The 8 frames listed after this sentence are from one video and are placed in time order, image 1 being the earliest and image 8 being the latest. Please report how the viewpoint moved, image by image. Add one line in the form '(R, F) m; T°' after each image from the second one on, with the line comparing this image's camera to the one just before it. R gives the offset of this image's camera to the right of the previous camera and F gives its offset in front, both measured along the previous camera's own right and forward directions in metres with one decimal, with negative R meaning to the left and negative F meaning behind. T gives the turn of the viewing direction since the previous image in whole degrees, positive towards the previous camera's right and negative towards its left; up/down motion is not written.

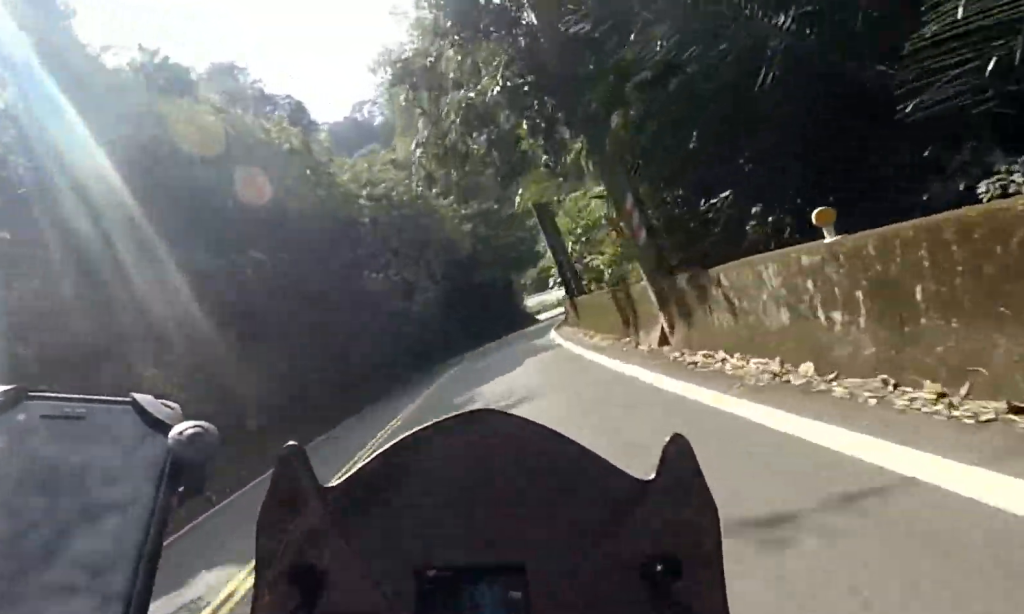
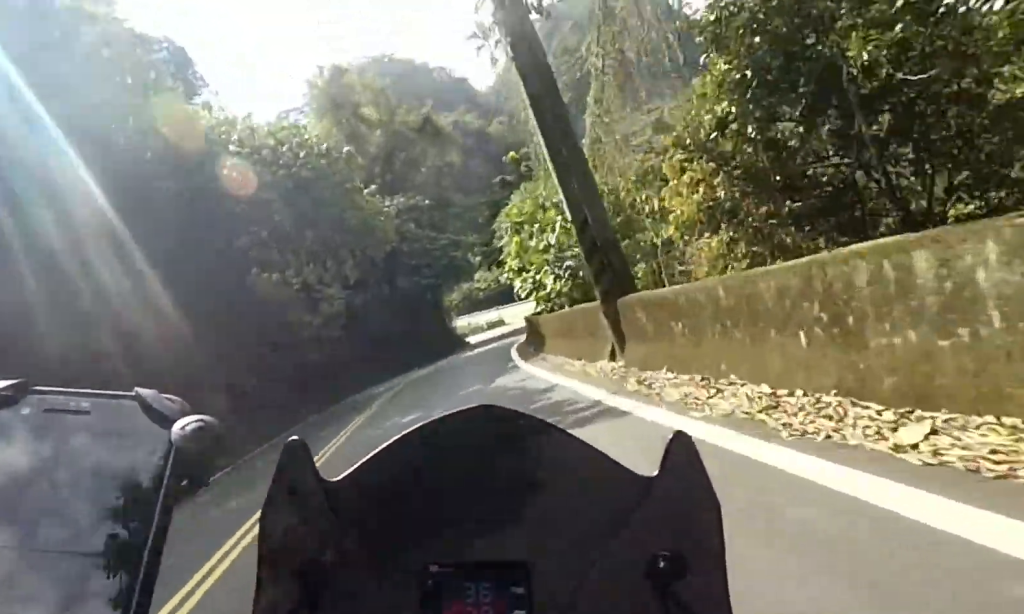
(+1.5, +9.1) m; +8°
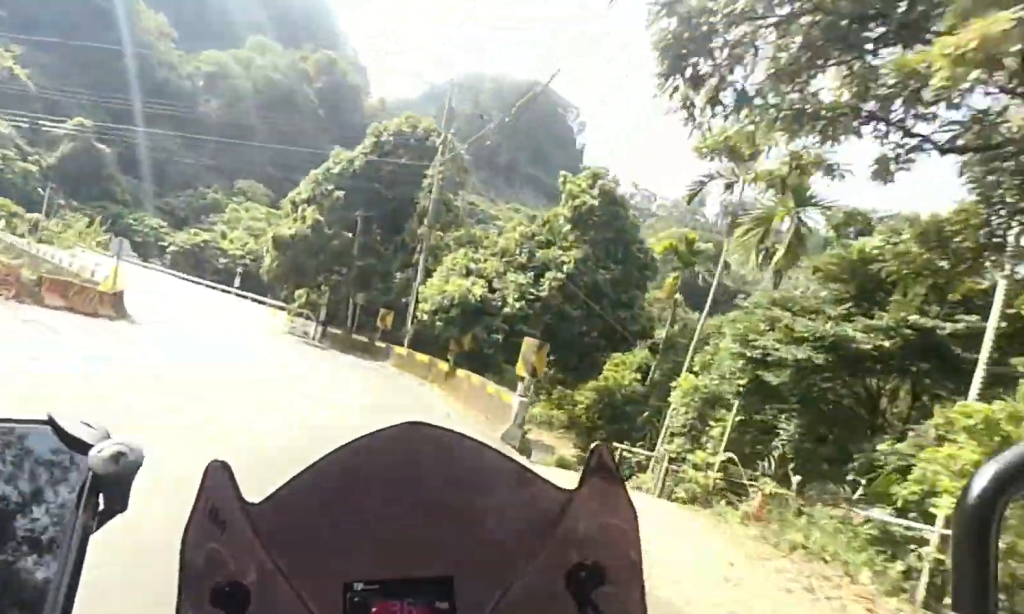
(+12.6, +53.2) m; +12°
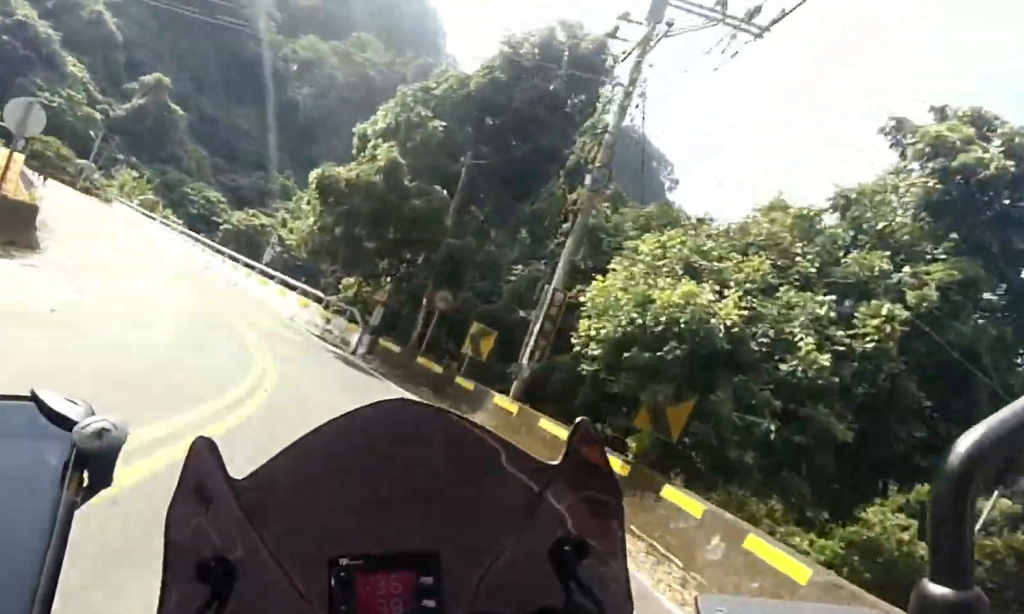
(-1.0, +9.3) m; -3°
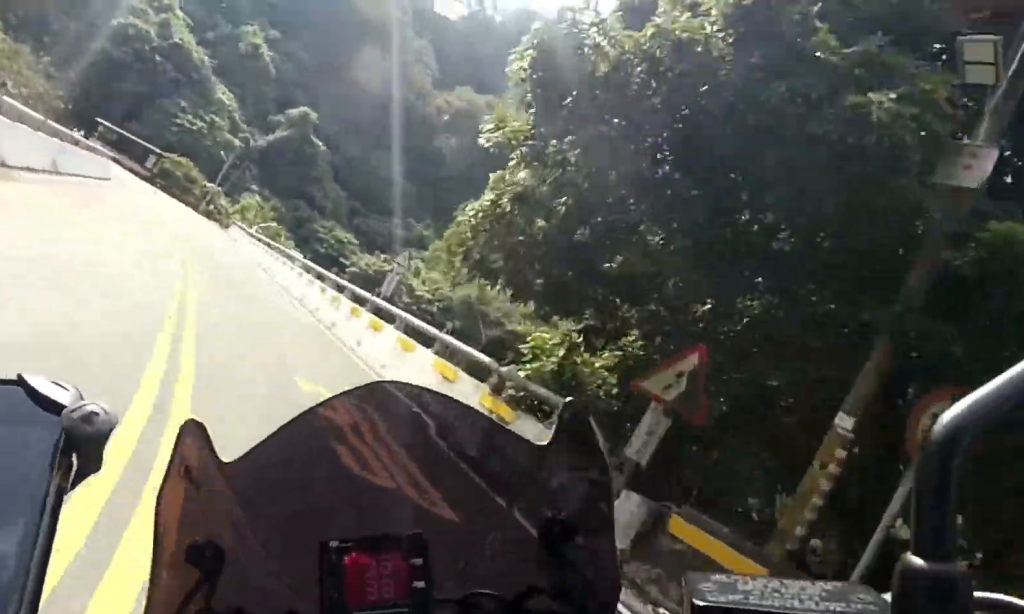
(-0.2, +9.7) m; -4°
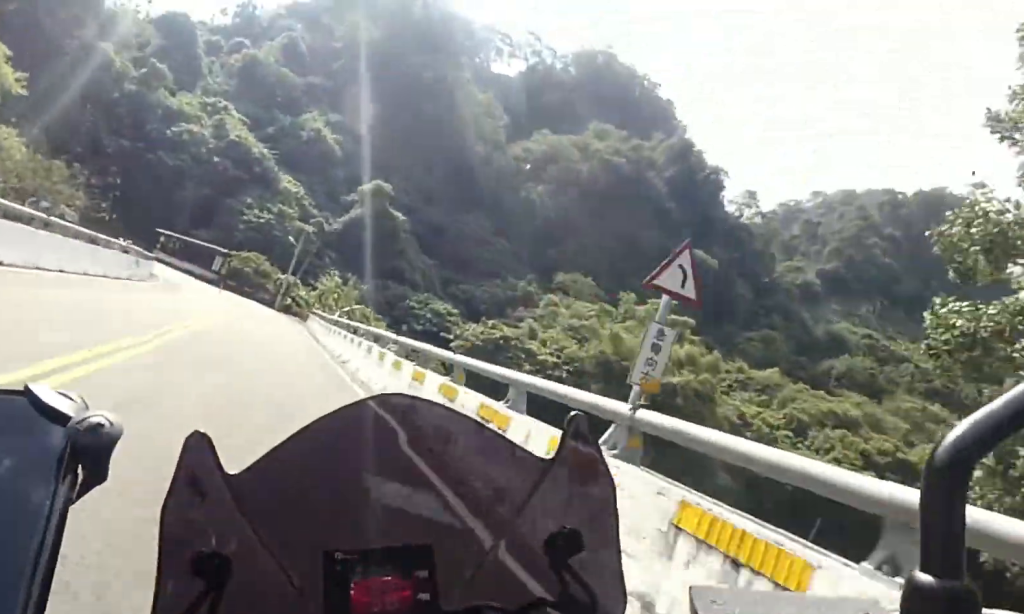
(+0.4, +8.9) m; -4°
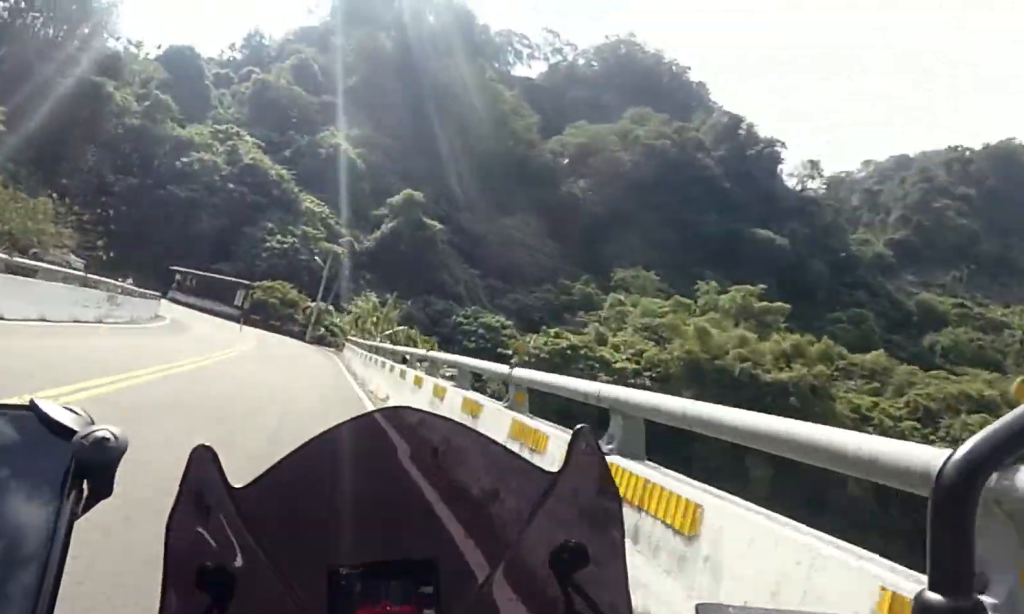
(-0.6, +5.6) m; -9°
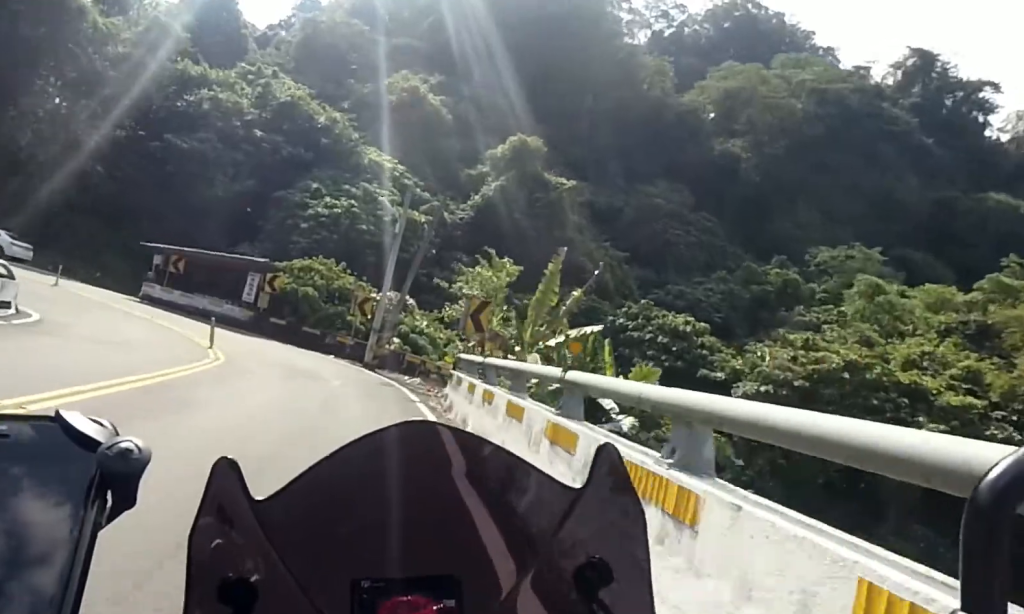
(-4.4, +16.6) m; -25°
